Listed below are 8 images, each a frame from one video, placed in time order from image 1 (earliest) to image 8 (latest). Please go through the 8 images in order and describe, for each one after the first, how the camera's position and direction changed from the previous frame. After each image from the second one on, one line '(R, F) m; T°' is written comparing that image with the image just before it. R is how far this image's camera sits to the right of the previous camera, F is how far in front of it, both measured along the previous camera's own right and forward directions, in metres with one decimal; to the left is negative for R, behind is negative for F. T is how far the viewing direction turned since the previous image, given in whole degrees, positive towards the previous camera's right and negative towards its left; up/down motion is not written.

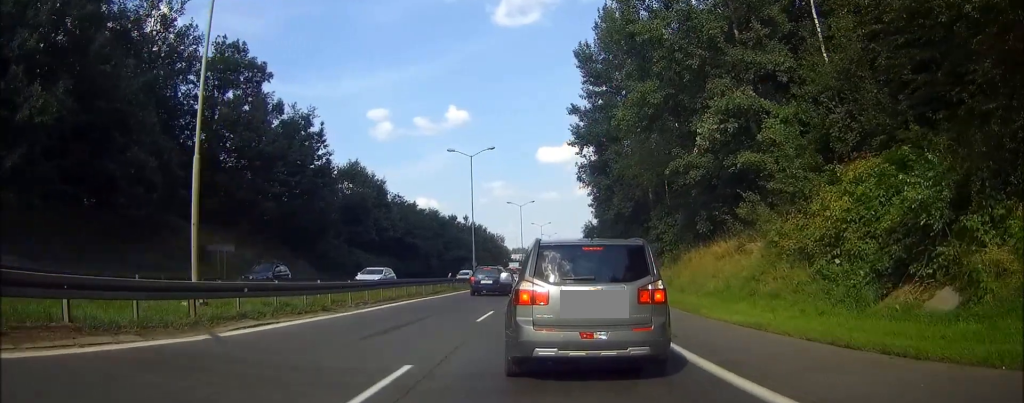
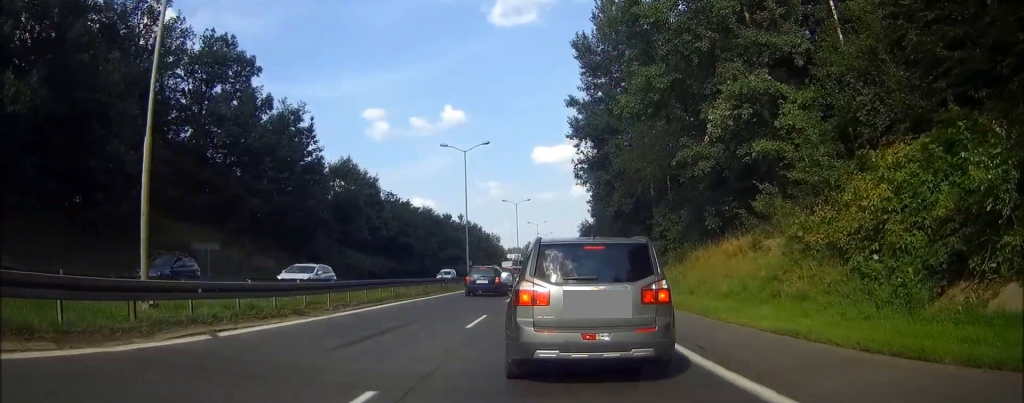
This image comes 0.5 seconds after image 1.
(0.0, +1.7) m; -1°
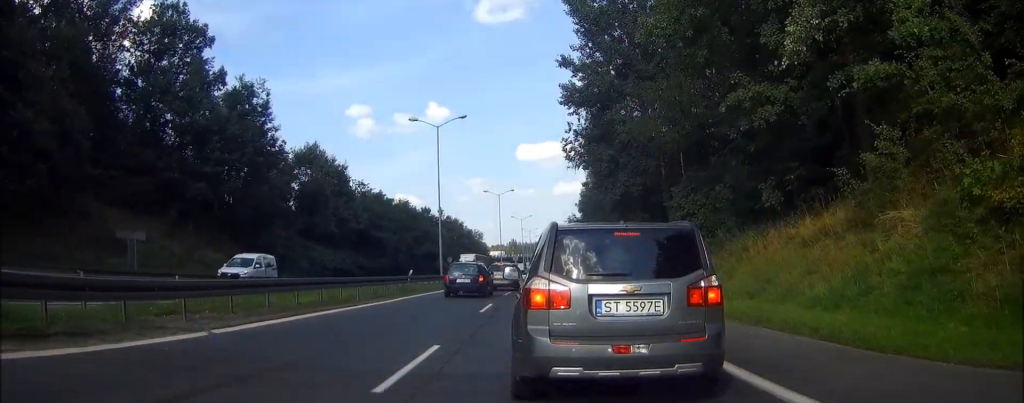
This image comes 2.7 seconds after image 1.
(-0.2, +6.8) m; -2°
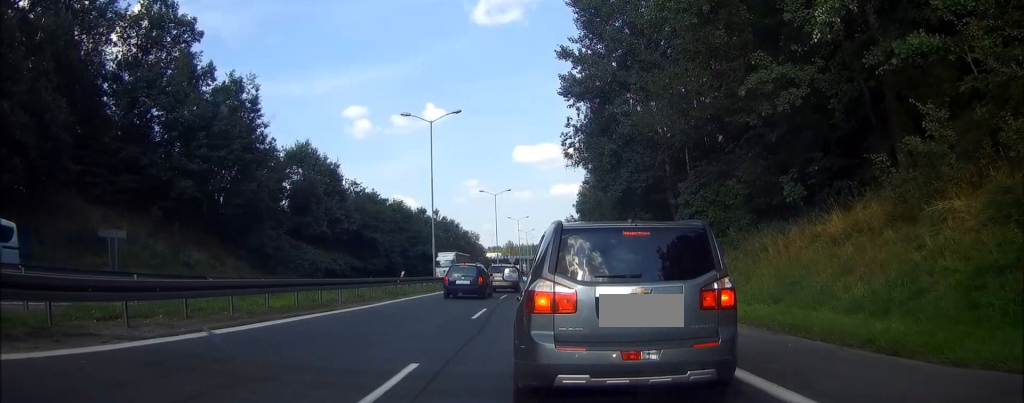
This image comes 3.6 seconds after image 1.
(0.0, +2.0) m; +1°
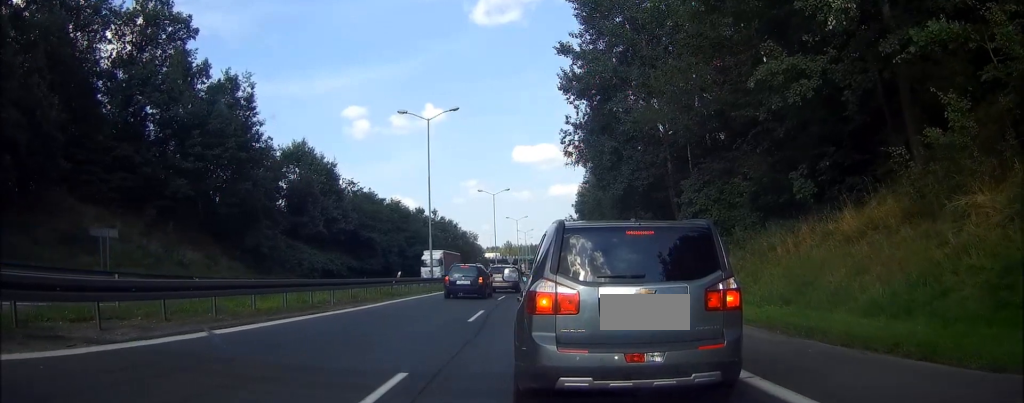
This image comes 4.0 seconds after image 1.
(0.0, +0.9) m; 0°
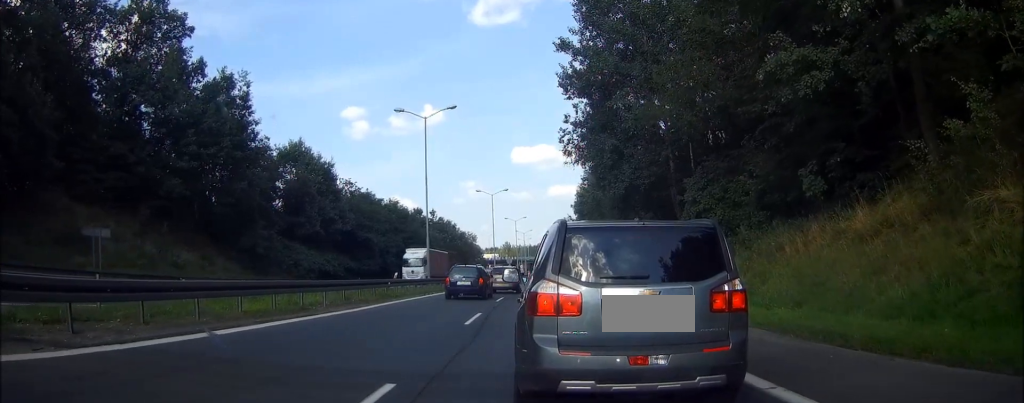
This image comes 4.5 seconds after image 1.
(0.0, +0.7) m; 0°
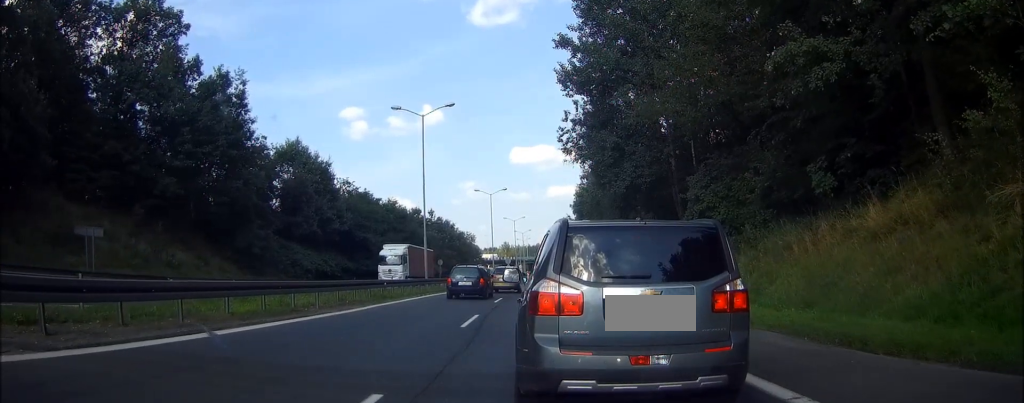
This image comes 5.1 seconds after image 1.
(0.0, +0.7) m; 0°
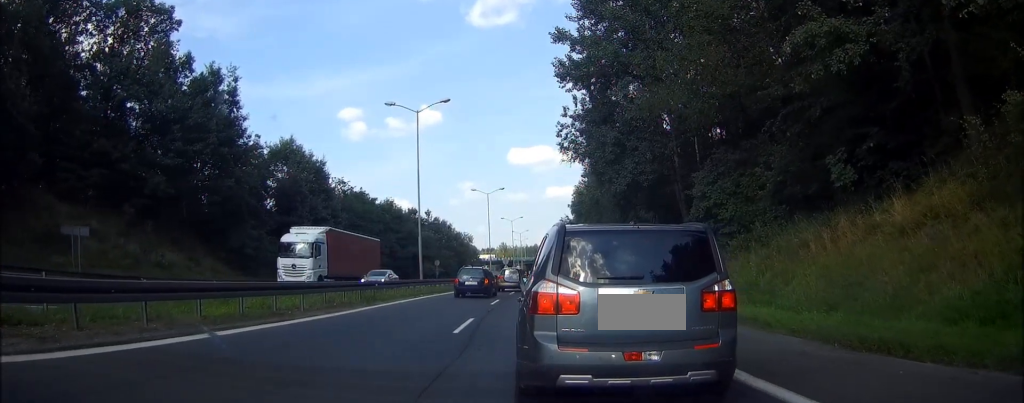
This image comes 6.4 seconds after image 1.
(0.0, +1.3) m; 0°
